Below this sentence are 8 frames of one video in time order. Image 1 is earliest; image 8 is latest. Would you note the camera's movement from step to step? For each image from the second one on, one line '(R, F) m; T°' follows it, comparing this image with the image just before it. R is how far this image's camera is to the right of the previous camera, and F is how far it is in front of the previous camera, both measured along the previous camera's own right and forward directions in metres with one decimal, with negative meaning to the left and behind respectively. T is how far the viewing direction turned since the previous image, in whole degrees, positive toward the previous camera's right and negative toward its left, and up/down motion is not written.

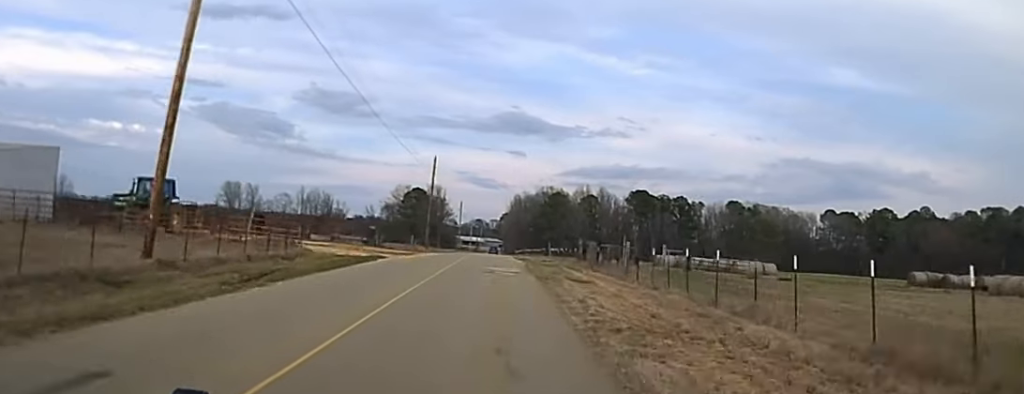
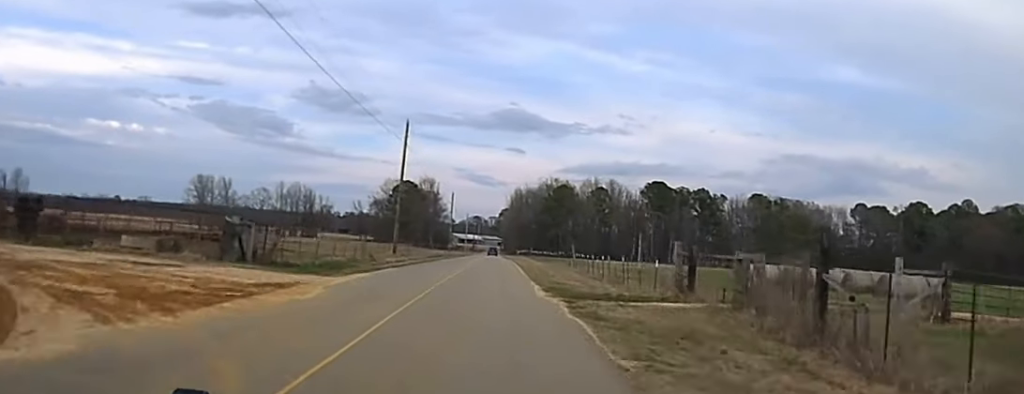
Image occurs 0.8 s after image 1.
(+0.2, +36.4) m; 0°
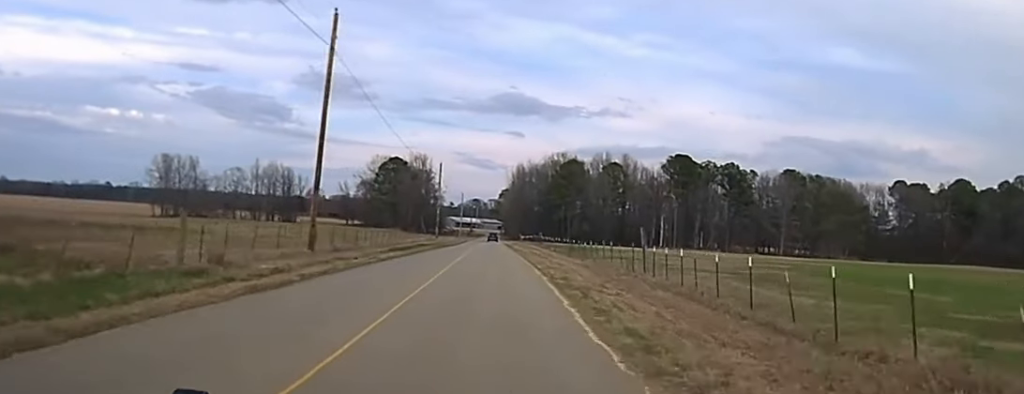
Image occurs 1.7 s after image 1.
(-0.1, +40.2) m; 0°
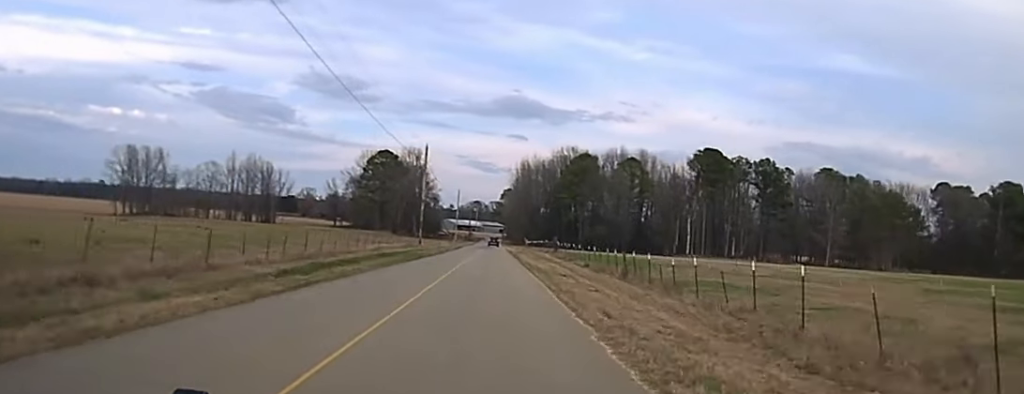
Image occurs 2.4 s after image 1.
(0.0, +32.3) m; 0°
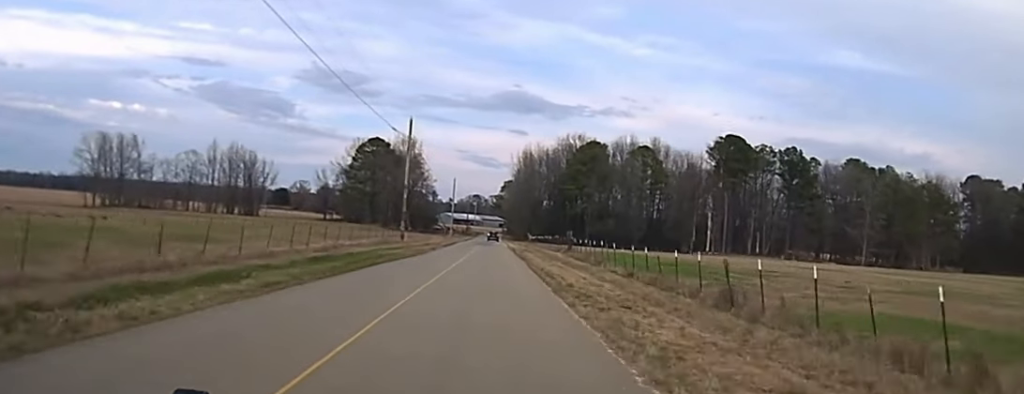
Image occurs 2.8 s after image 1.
(0.0, +19.2) m; 0°
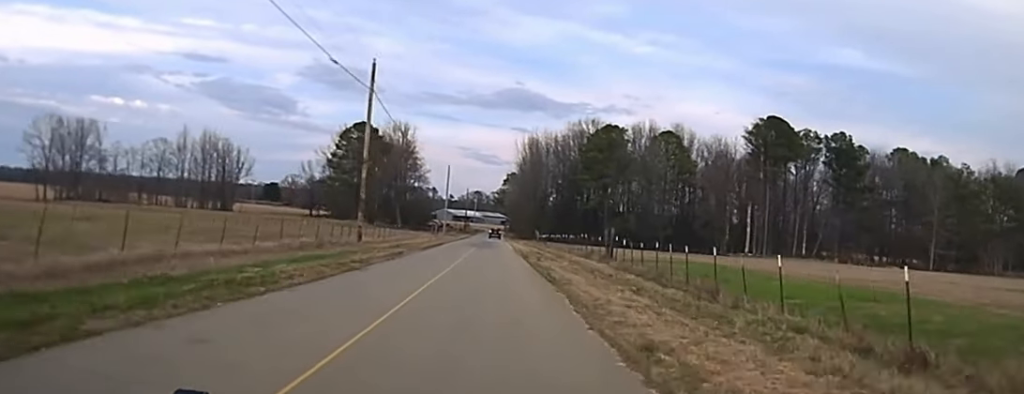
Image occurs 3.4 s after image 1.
(0.0, +25.9) m; 0°
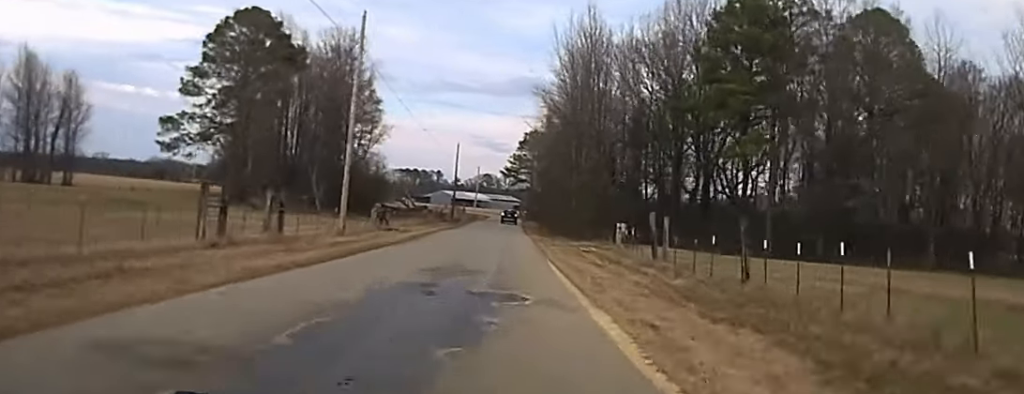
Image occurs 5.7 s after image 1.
(-0.2, +93.4) m; 0°
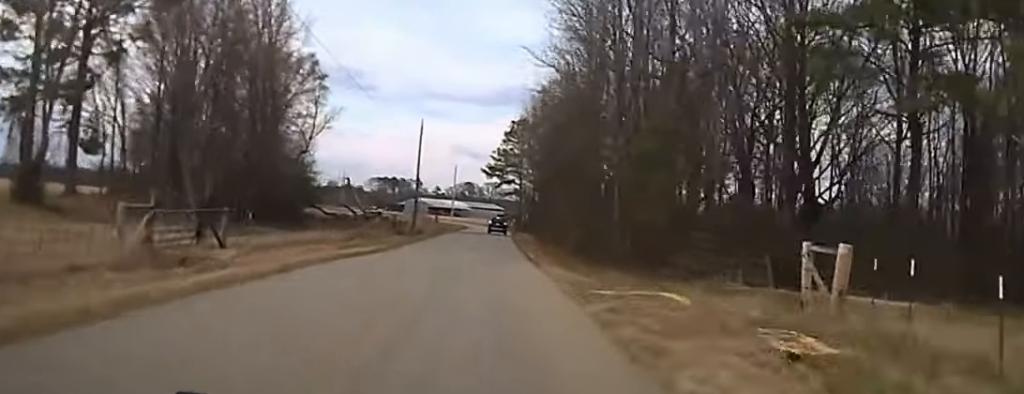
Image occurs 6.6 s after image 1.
(+0.2, +36.6) m; 0°
